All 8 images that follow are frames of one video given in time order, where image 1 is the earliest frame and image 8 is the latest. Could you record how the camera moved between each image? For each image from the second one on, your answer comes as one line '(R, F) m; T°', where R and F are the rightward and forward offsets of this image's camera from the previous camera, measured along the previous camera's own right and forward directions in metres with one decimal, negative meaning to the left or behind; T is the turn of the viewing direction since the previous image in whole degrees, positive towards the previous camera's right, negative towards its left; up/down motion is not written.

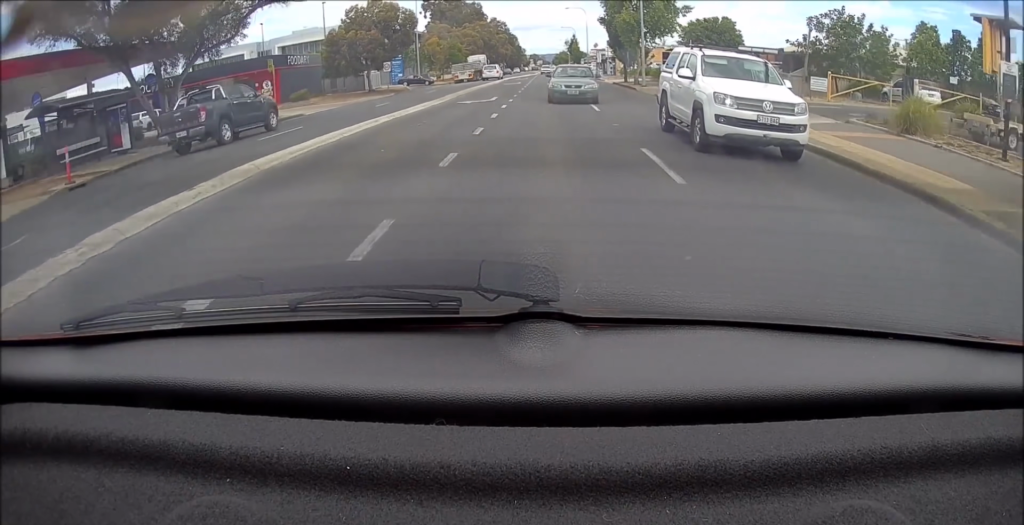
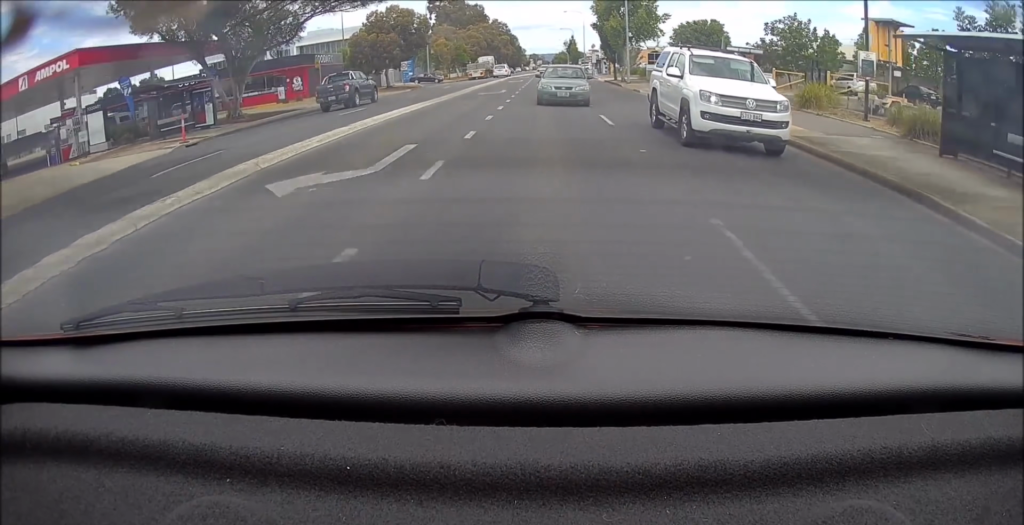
(0.0, +7.2) m; 0°
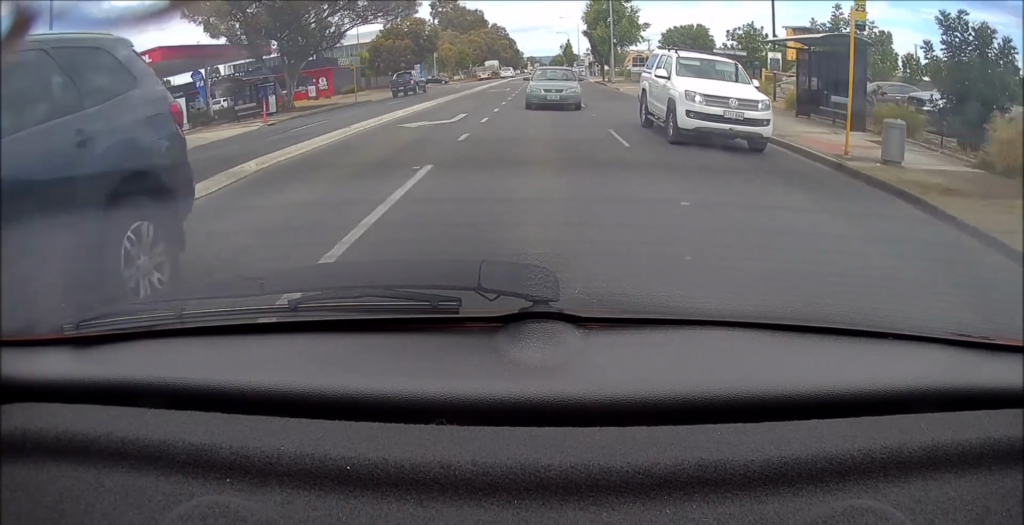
(-0.1, +8.2) m; +1°
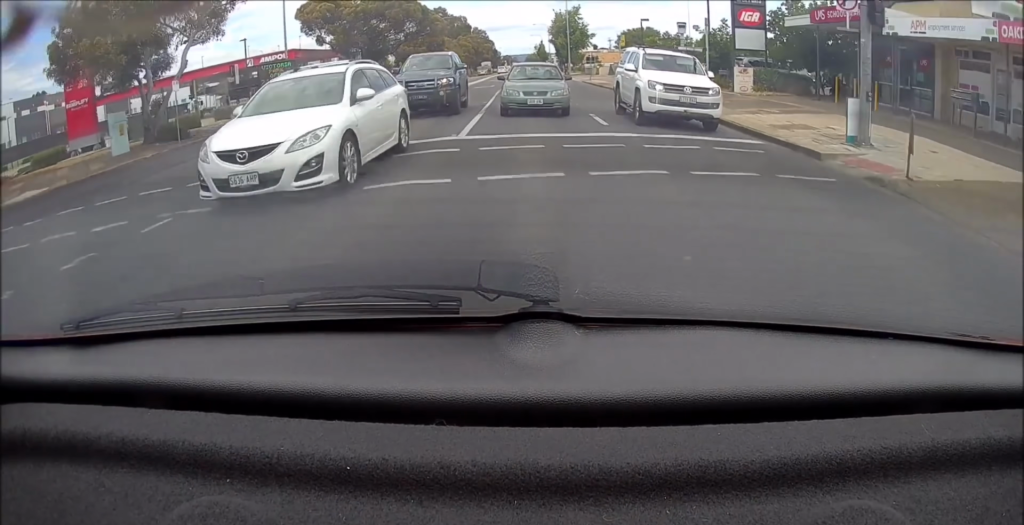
(+0.6, +27.0) m; +1°
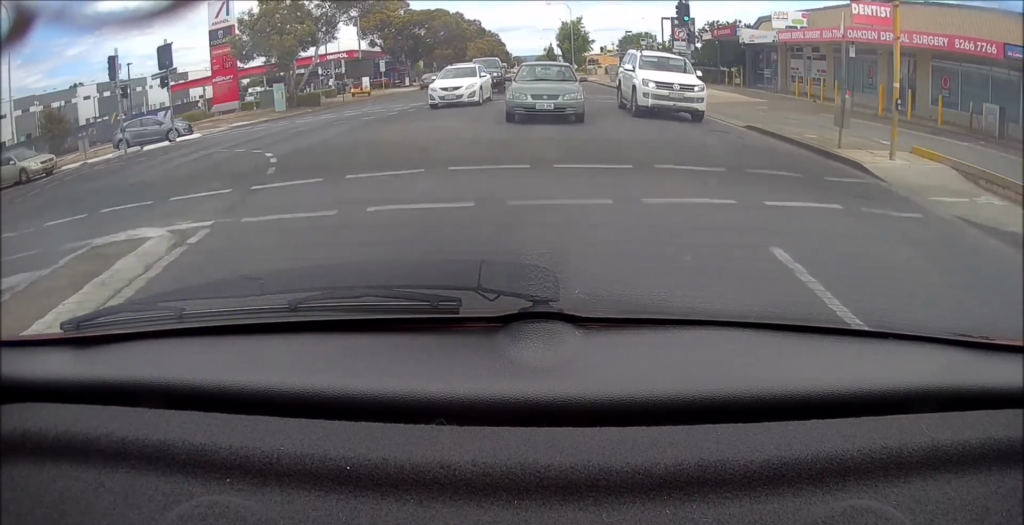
(-0.1, +16.5) m; 0°
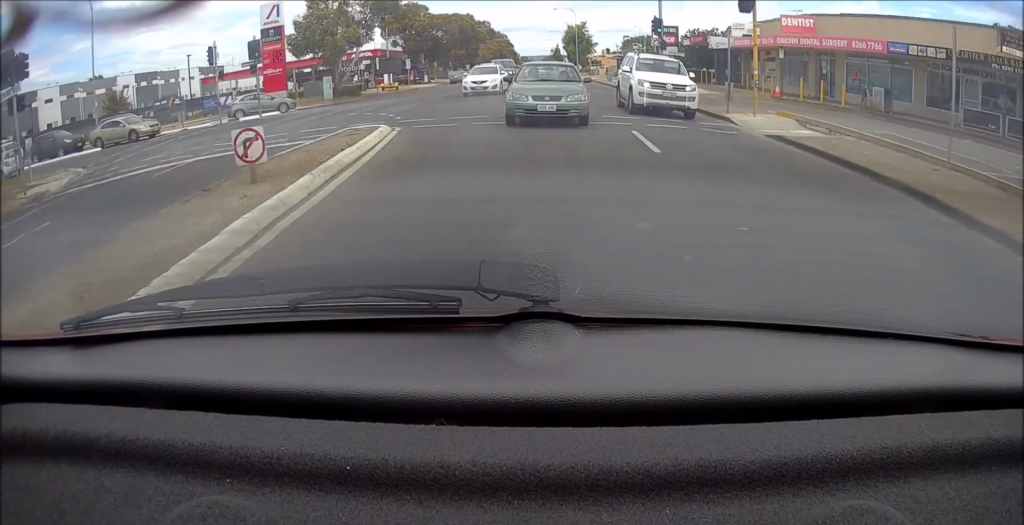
(+0.4, +8.1) m; 0°
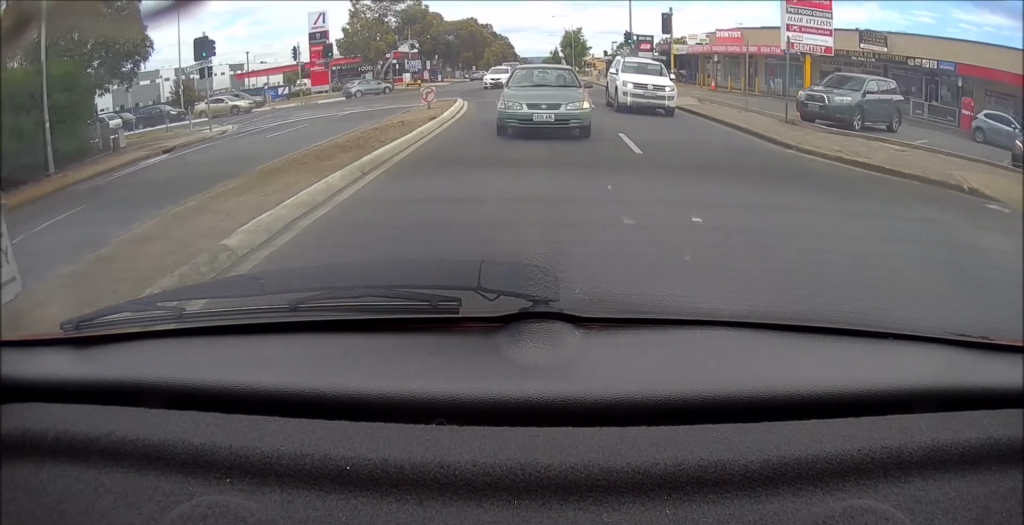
(-0.5, +11.9) m; -2°
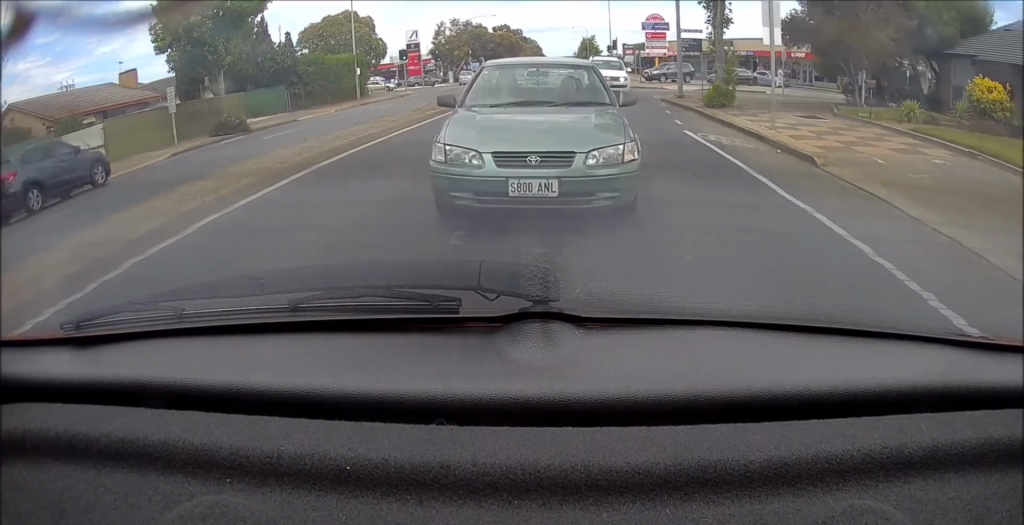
(-0.4, +34.1) m; -1°
